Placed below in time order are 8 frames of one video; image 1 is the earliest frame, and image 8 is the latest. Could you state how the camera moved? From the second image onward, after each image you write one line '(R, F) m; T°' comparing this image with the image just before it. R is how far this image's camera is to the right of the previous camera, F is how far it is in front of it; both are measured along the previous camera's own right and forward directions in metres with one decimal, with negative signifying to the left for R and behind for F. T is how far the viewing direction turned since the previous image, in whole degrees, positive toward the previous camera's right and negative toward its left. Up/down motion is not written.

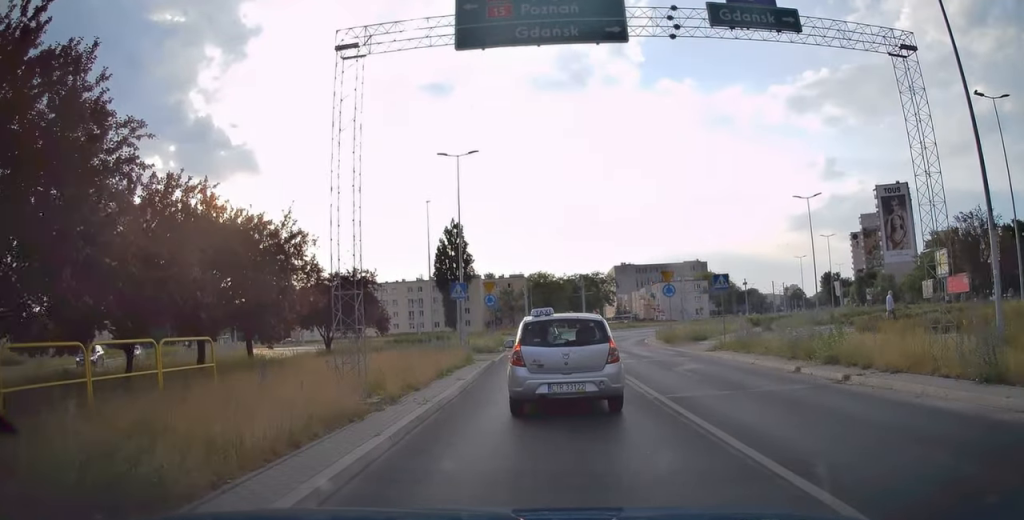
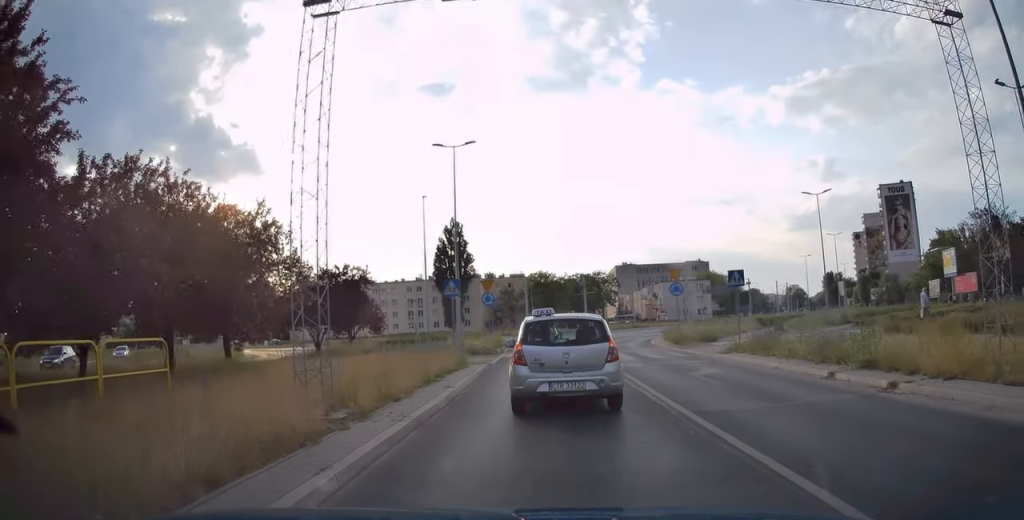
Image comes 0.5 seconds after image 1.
(0.0, +1.7) m; 0°
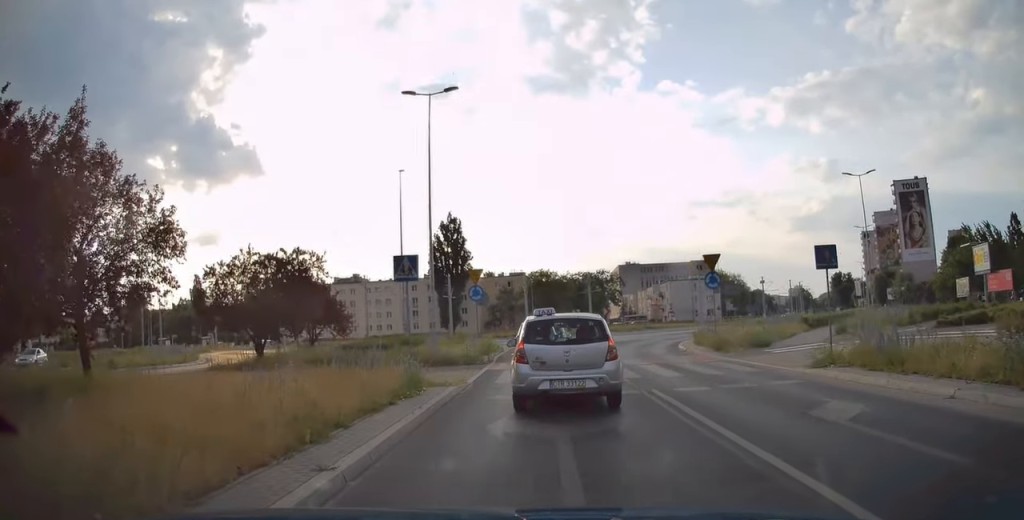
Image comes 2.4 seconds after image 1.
(-0.3, +6.8) m; -1°
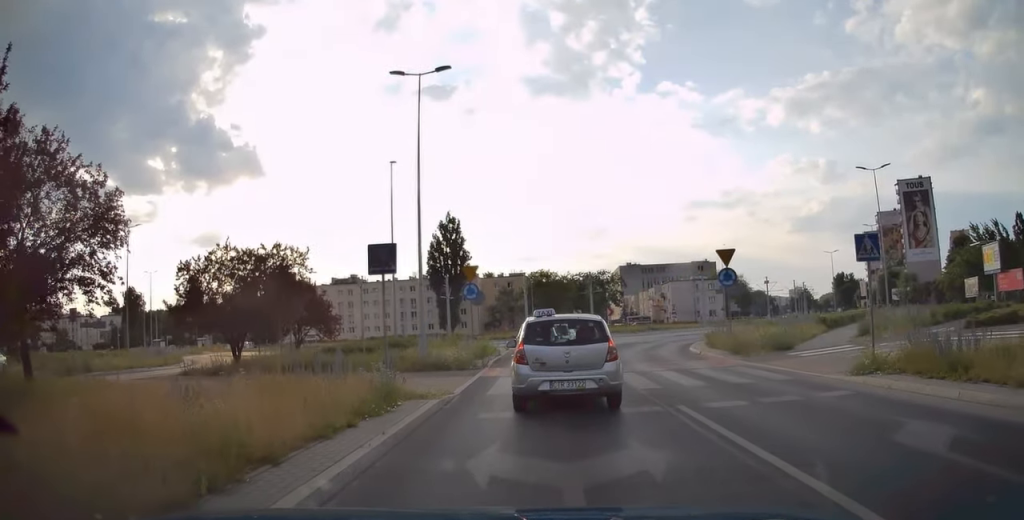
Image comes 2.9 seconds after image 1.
(0.0, +2.0) m; 0°
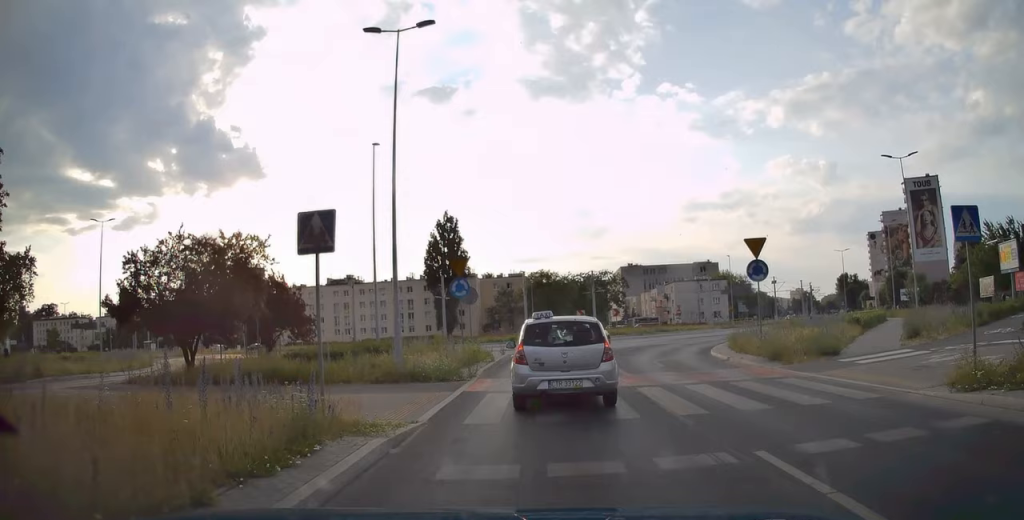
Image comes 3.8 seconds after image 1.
(+0.1, +3.5) m; 0°
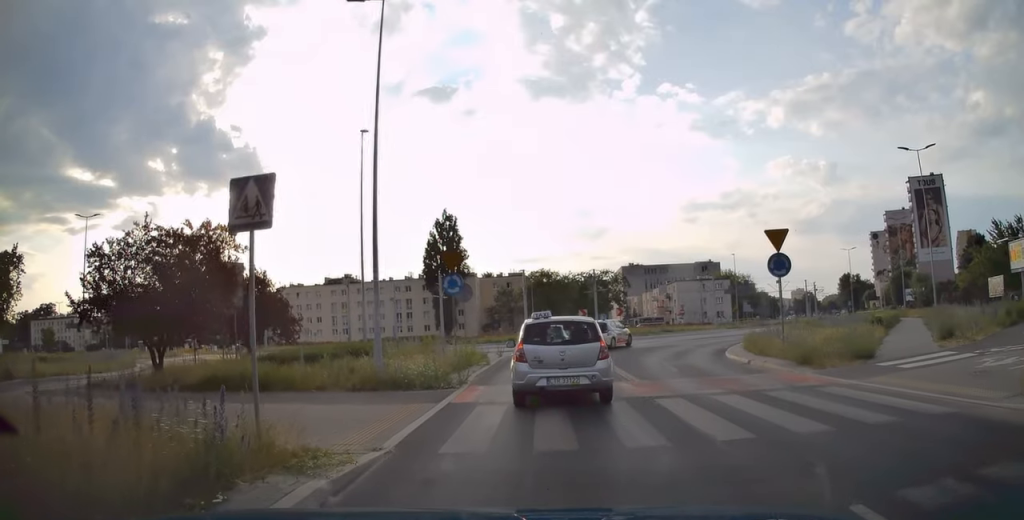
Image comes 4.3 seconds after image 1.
(-0.1, +2.0) m; 0°
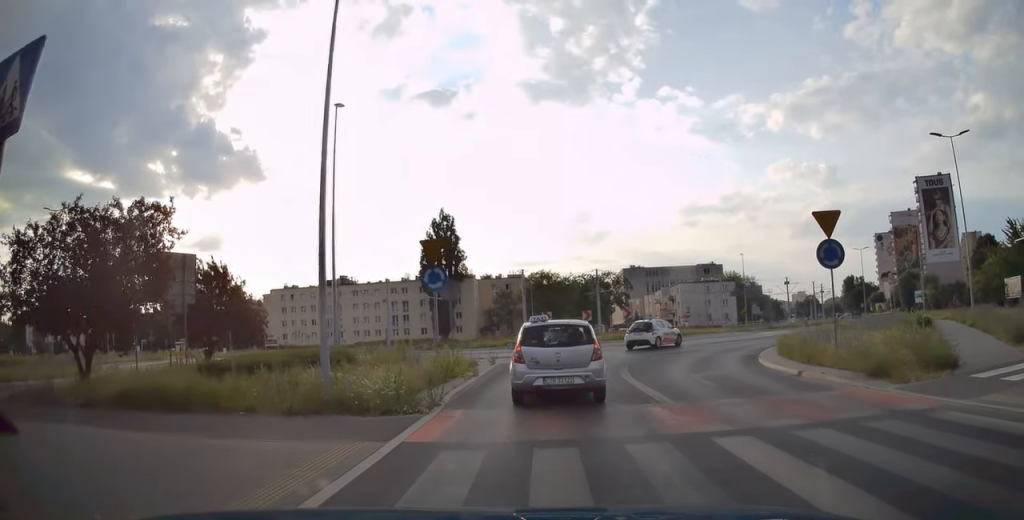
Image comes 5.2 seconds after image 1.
(0.0, +3.8) m; +1°
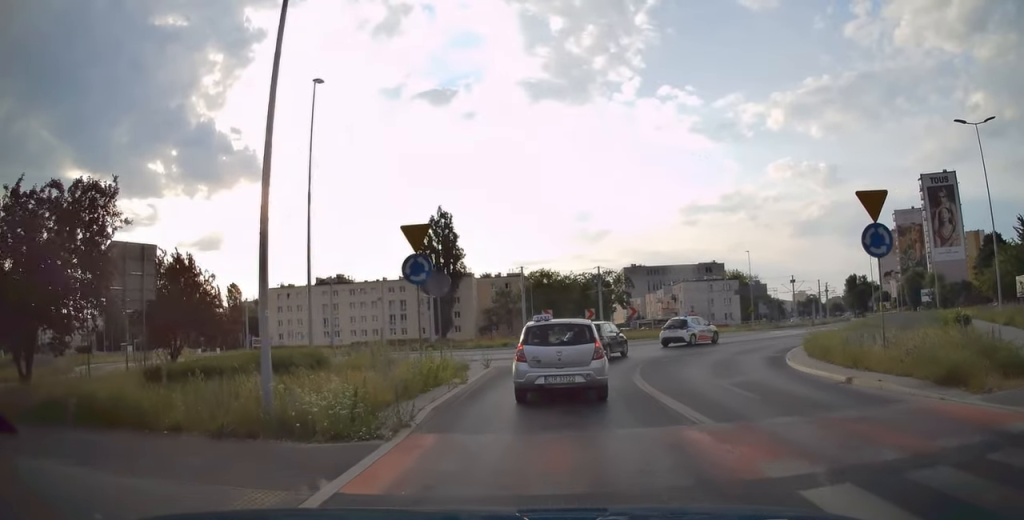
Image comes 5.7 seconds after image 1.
(+0.1, +2.3) m; 0°
